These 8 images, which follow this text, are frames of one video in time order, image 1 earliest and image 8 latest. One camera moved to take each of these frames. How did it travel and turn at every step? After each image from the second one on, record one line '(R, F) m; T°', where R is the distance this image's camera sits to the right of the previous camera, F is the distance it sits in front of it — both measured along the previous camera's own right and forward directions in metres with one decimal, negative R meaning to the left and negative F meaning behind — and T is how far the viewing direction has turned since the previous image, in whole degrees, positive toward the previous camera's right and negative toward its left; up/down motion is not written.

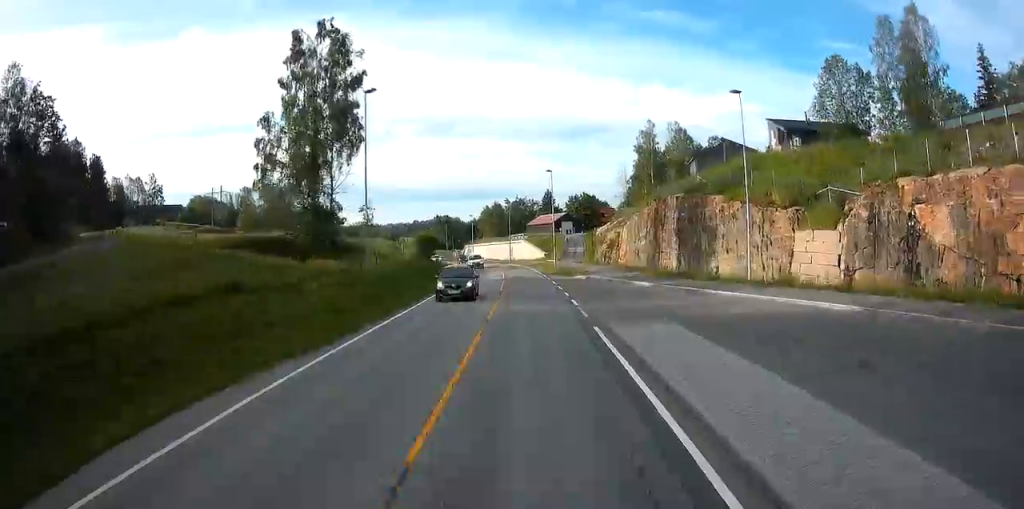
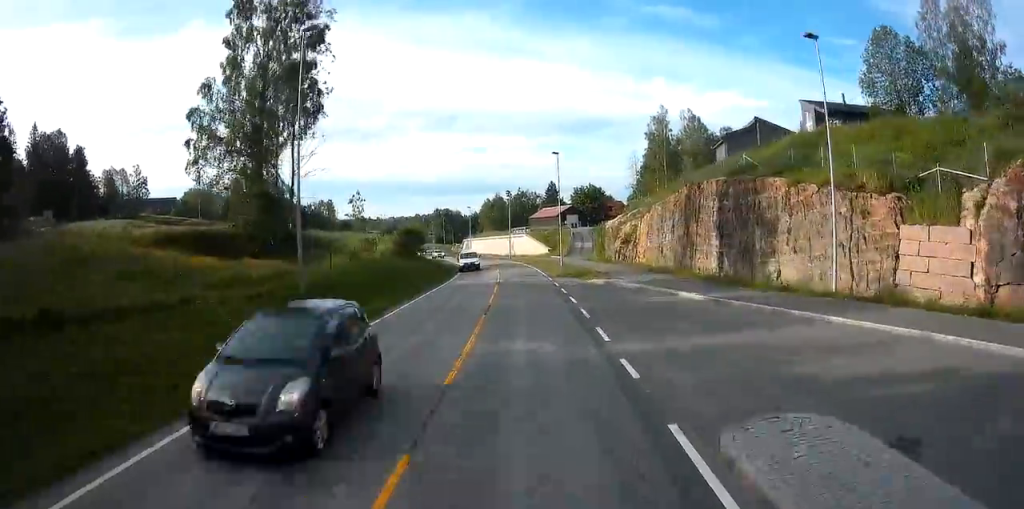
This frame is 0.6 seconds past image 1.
(0.0, +9.0) m; -1°
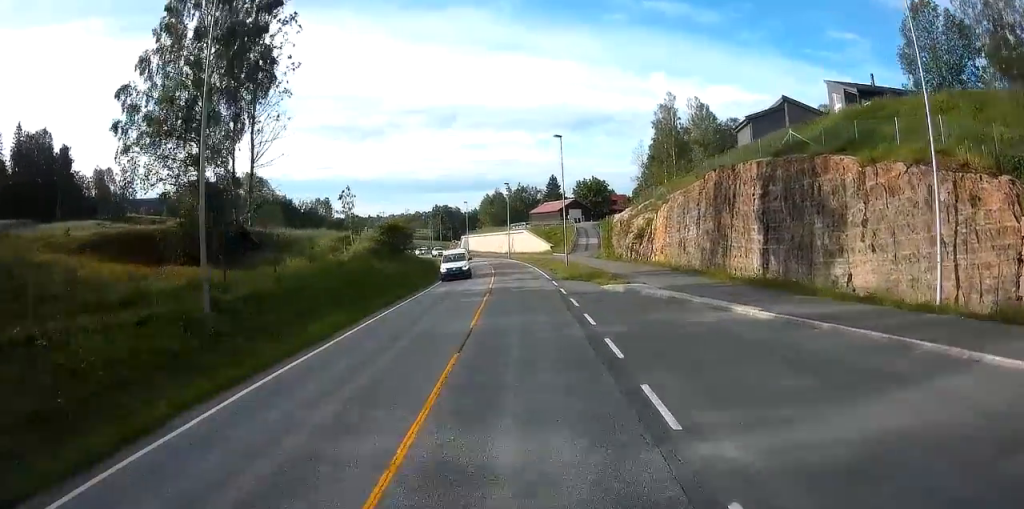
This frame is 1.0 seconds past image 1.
(0.0, +6.5) m; 0°
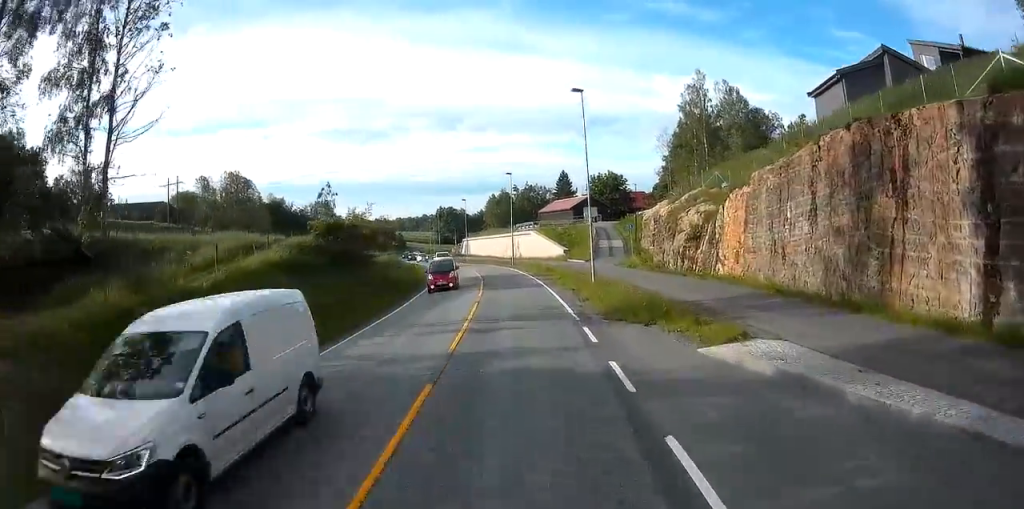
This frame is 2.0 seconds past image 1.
(-0.2, +14.3) m; -1°
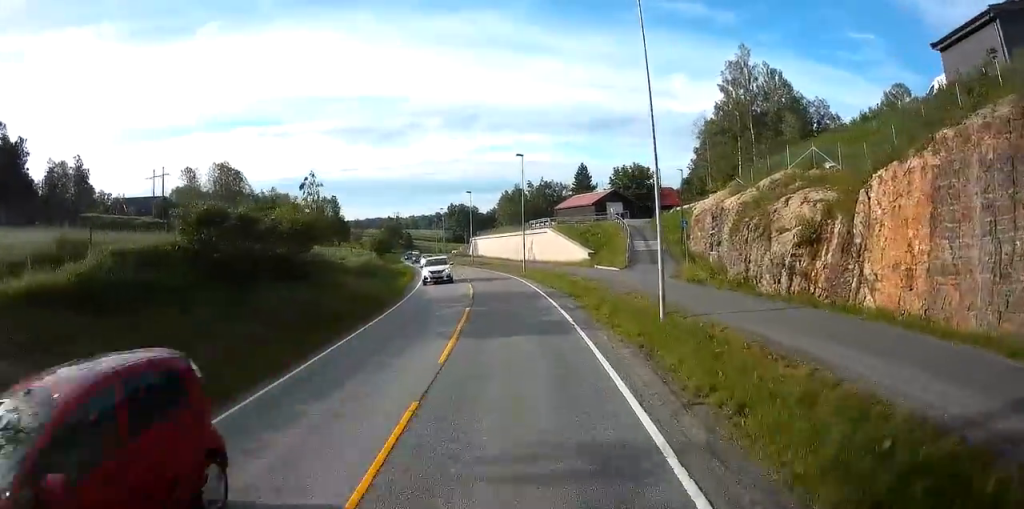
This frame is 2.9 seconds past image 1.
(+0.1, +12.8) m; -2°
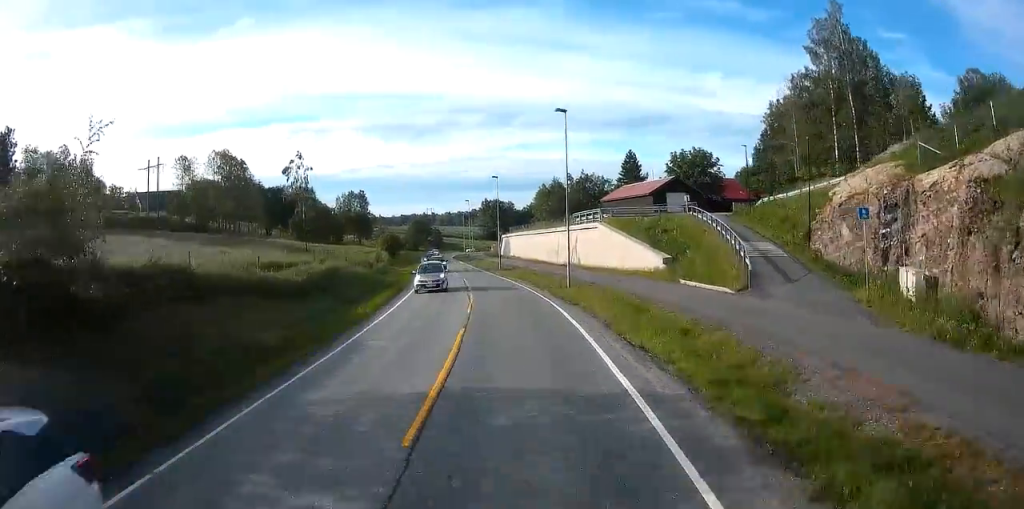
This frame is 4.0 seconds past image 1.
(-0.6, +16.4) m; -3°
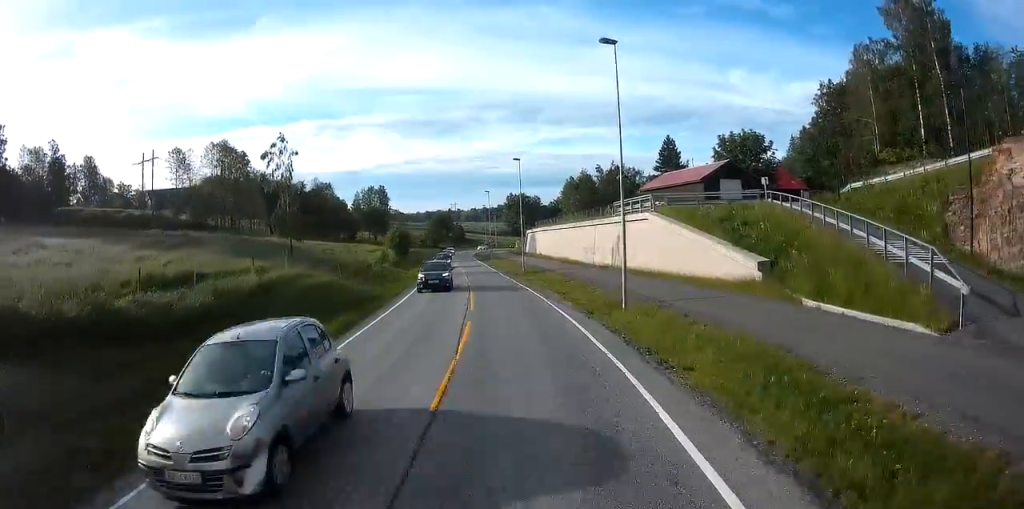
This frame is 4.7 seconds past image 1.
(-0.1, +11.1) m; -2°
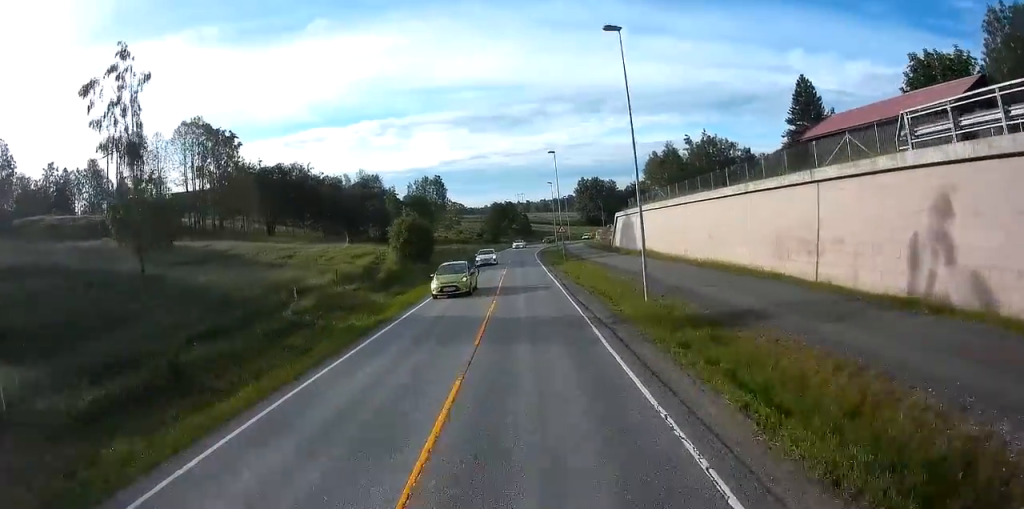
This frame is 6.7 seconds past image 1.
(-2.1, +30.8) m; -6°
